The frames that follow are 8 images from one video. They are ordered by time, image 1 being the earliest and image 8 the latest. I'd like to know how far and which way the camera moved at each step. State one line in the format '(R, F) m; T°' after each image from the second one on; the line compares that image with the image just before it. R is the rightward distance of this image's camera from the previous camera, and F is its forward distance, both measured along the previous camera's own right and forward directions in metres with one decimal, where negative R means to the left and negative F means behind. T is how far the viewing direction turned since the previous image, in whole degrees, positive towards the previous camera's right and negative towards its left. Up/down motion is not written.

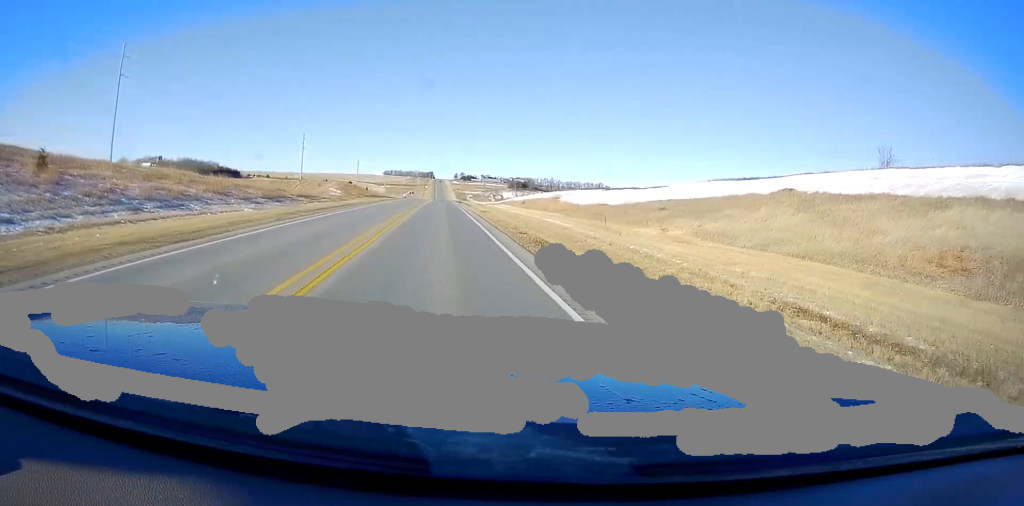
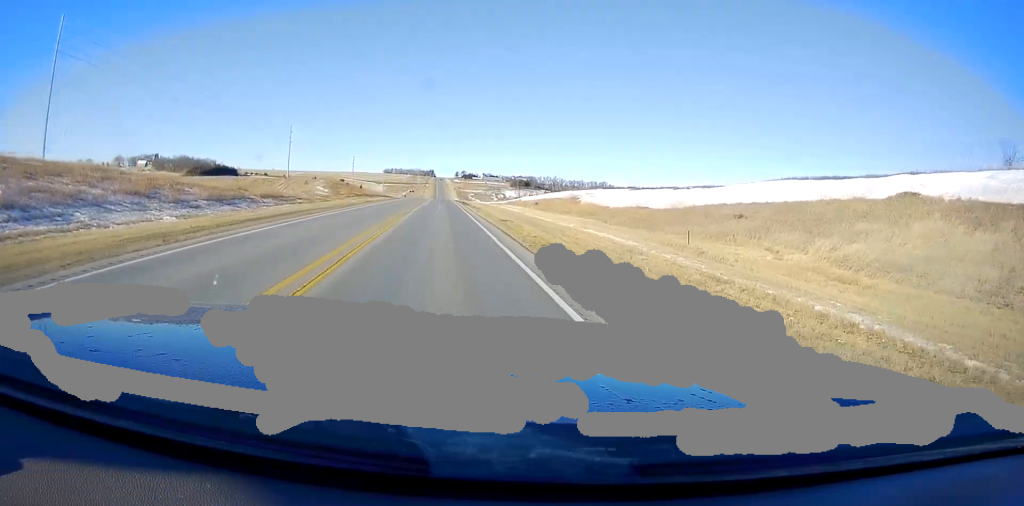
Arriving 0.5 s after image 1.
(0.0, +14.6) m; 0°
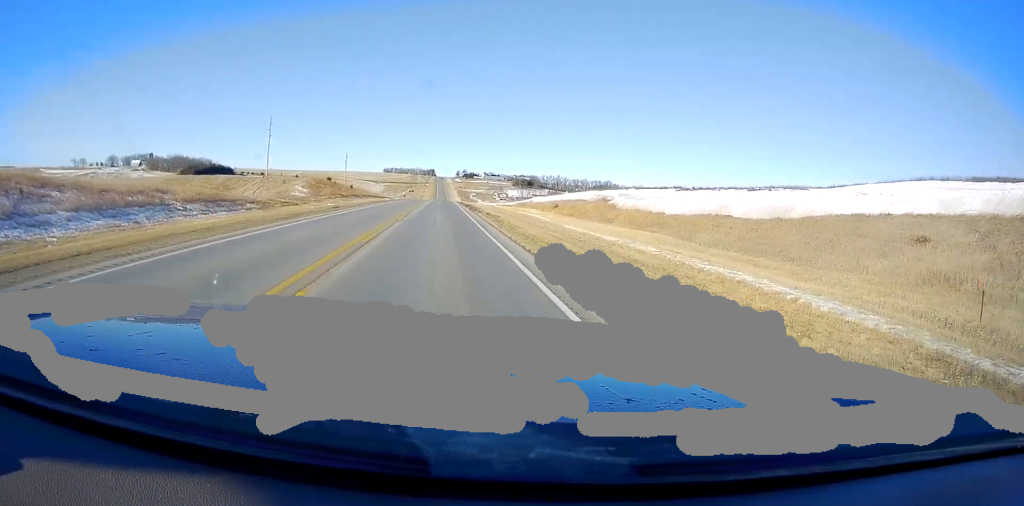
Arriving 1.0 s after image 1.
(0.0, +17.7) m; 0°
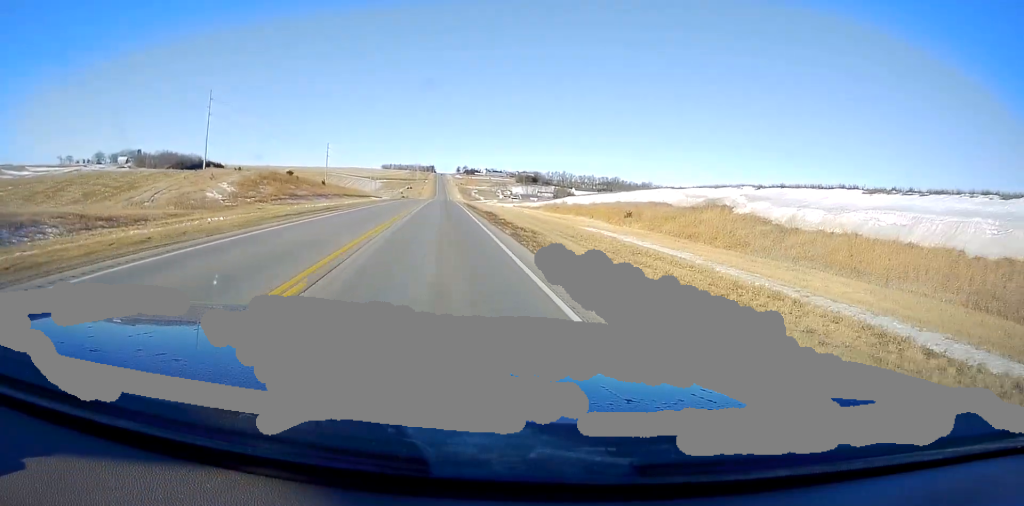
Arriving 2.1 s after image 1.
(0.0, +34.2) m; 0°
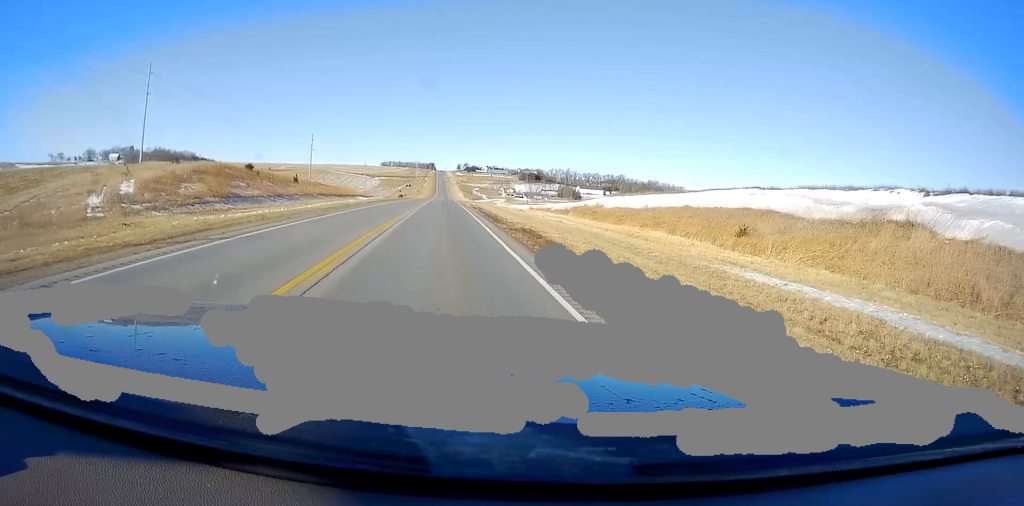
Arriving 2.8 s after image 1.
(0.0, +21.3) m; 0°
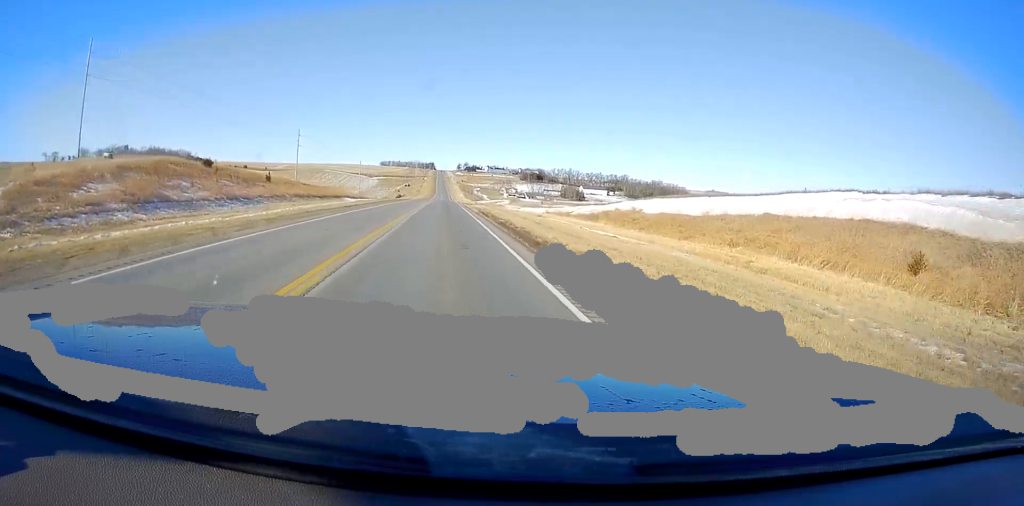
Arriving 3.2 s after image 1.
(0.0, +14.5) m; 0°
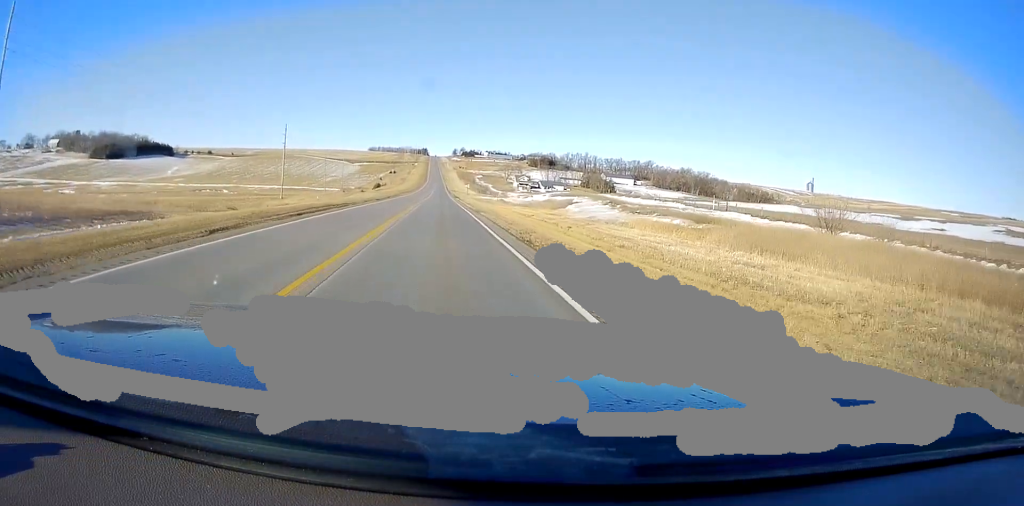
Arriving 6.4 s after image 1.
(-1.1, +100.5) m; 0°
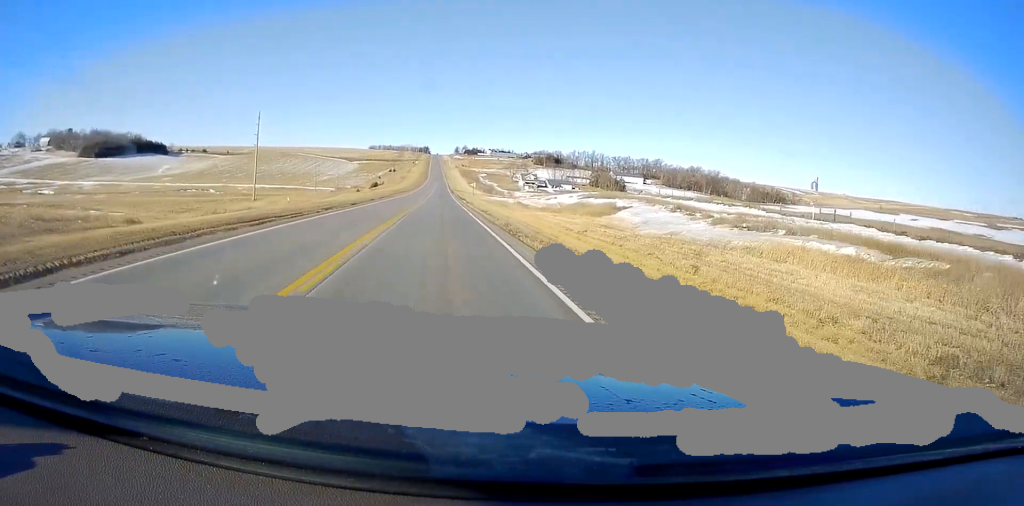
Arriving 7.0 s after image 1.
(+0.1, +19.8) m; +1°
